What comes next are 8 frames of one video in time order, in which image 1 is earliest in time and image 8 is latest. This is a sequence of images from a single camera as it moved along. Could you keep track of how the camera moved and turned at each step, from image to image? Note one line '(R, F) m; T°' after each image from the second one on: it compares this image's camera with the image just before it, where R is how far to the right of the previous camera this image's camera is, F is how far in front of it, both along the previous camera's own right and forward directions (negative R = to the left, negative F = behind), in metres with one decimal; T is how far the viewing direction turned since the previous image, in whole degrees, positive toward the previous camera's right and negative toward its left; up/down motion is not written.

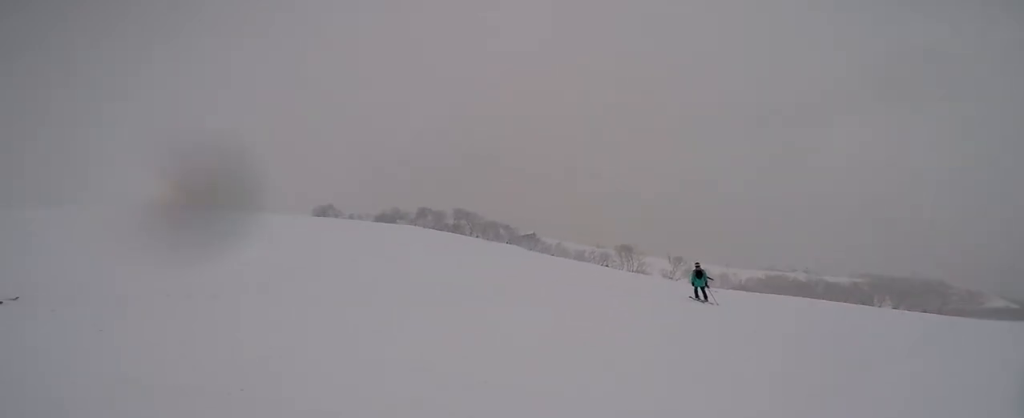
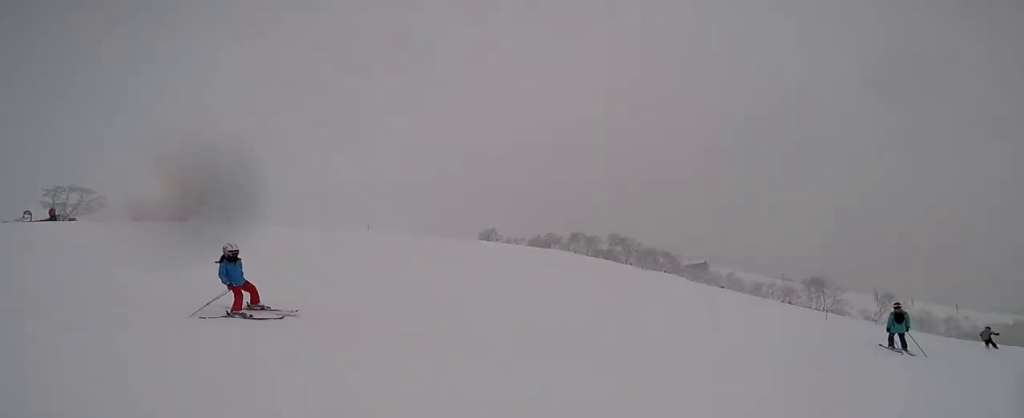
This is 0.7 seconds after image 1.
(-0.3, +3.3) m; +11°
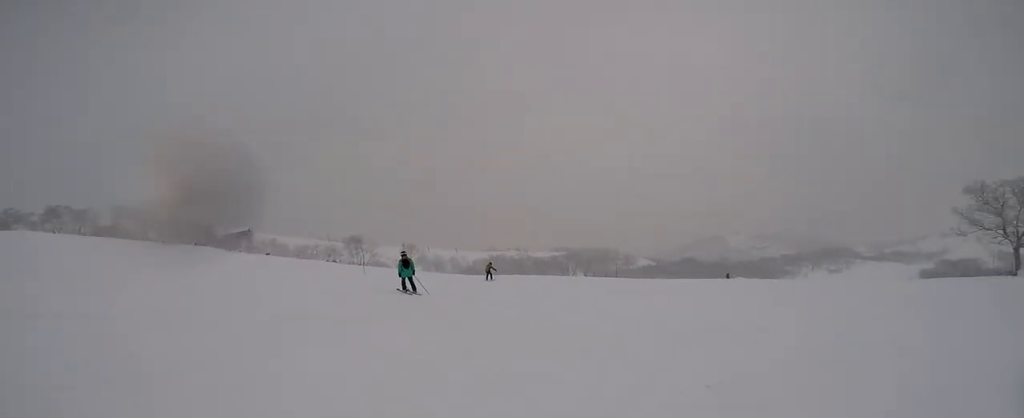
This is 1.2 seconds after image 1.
(+0.6, +2.1) m; +1°
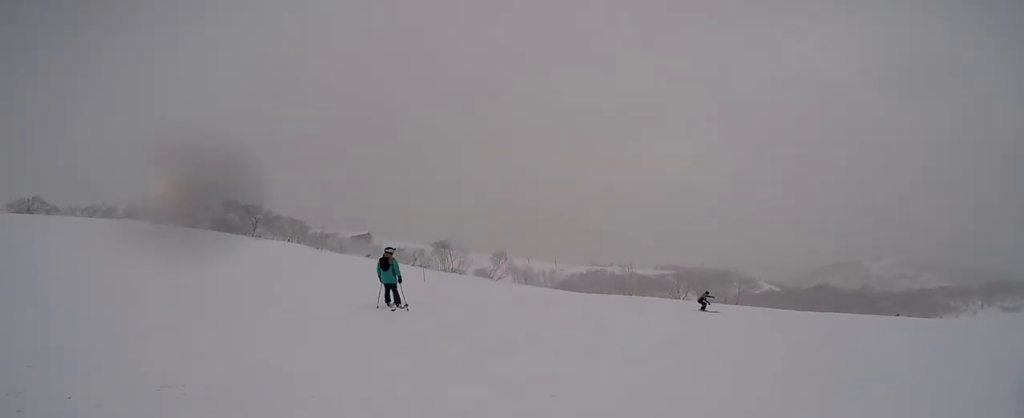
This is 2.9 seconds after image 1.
(-0.5, +8.0) m; -7°
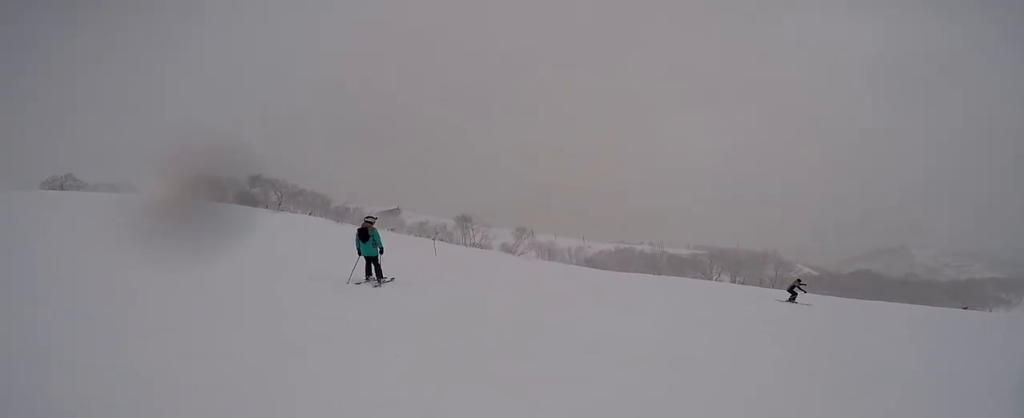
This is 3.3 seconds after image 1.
(+0.2, +1.8) m; +4°
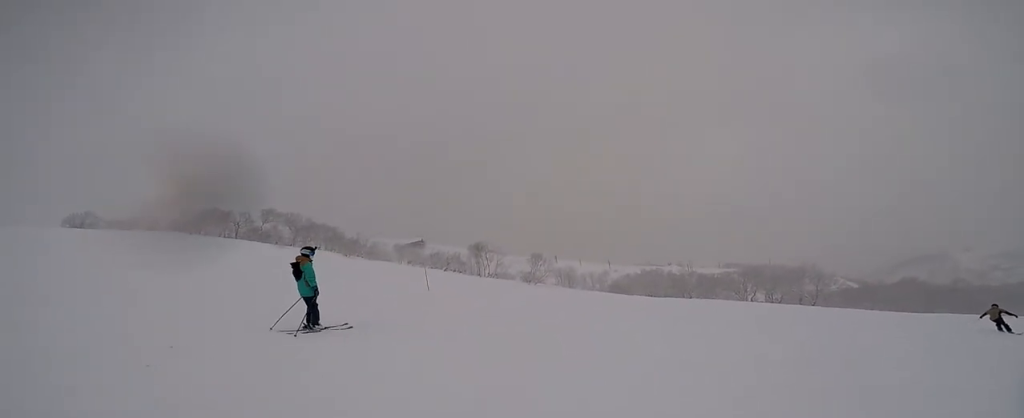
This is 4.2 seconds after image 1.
(+0.2, +3.2) m; -2°
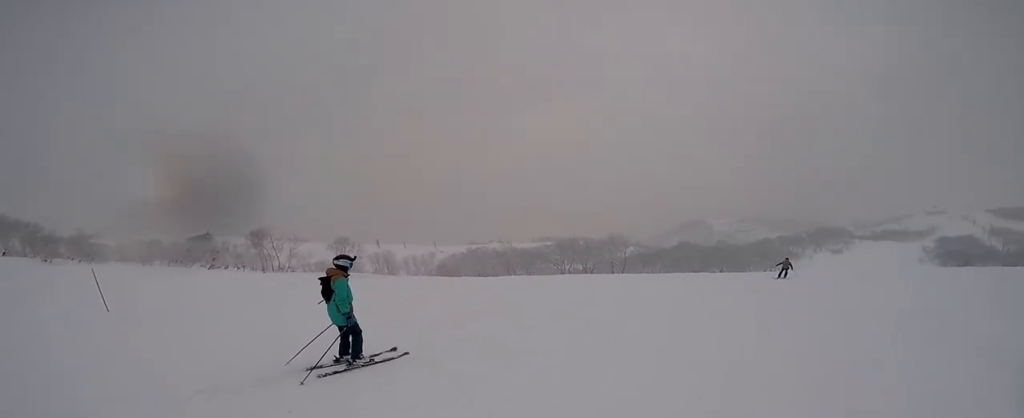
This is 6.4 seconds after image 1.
(-0.8, +7.5) m; +6°
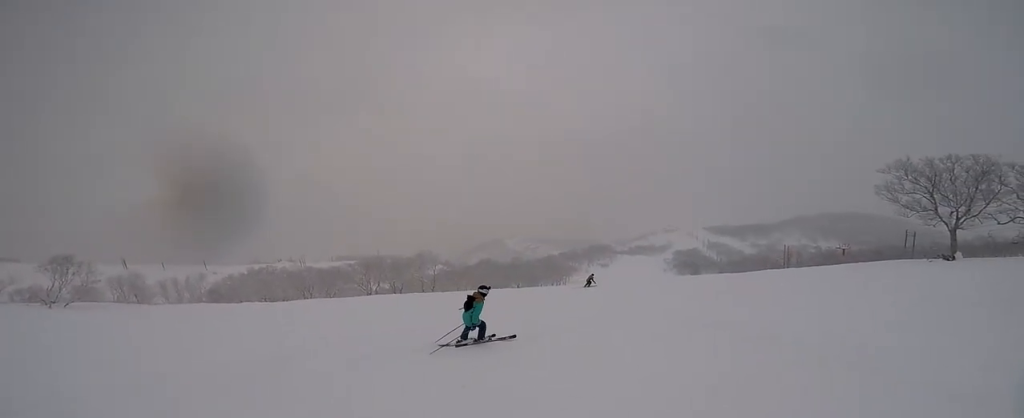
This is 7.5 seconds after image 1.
(+0.7, +3.6) m; +18°
